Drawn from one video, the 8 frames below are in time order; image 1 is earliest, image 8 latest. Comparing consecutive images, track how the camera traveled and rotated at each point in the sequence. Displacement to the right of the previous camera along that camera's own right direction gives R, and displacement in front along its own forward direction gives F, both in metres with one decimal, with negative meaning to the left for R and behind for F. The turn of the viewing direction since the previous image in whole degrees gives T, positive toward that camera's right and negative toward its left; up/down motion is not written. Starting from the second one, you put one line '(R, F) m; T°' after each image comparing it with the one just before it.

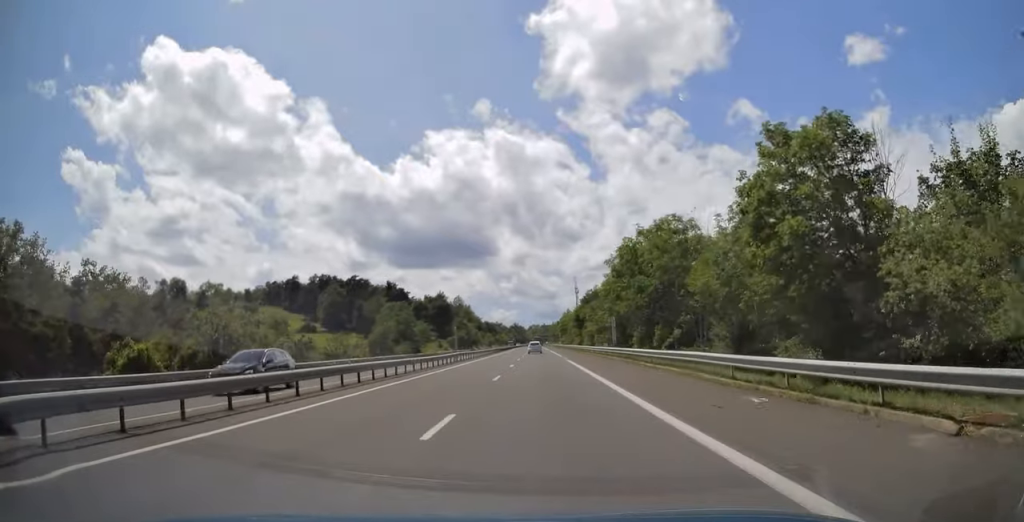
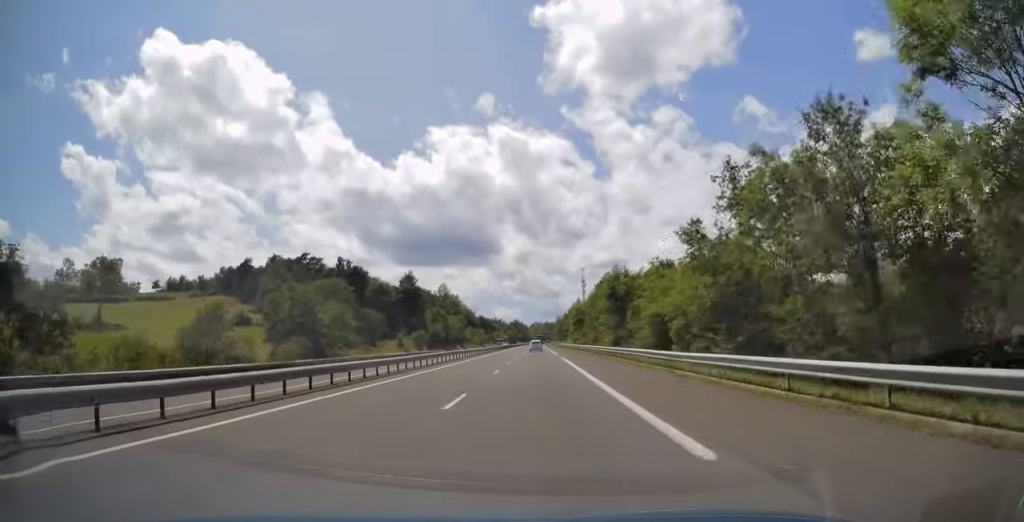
(+0.1, +48.3) m; 0°
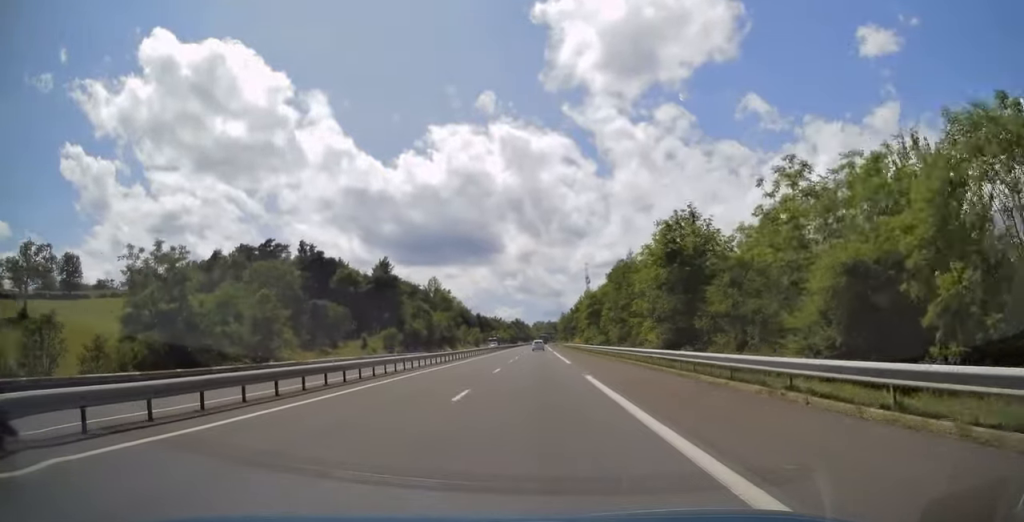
(-0.2, +24.2) m; -1°
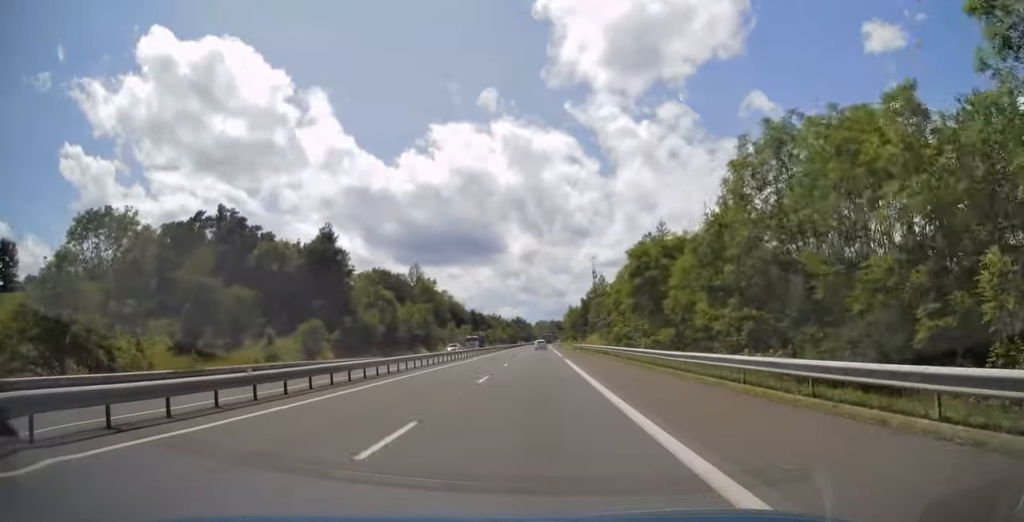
(-0.2, +33.2) m; -1°
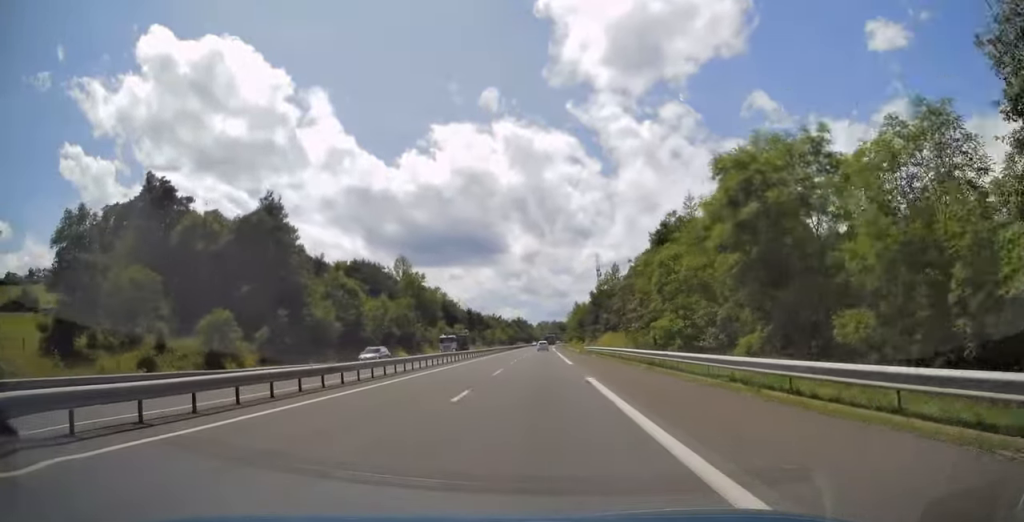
(-0.1, +19.0) m; 0°
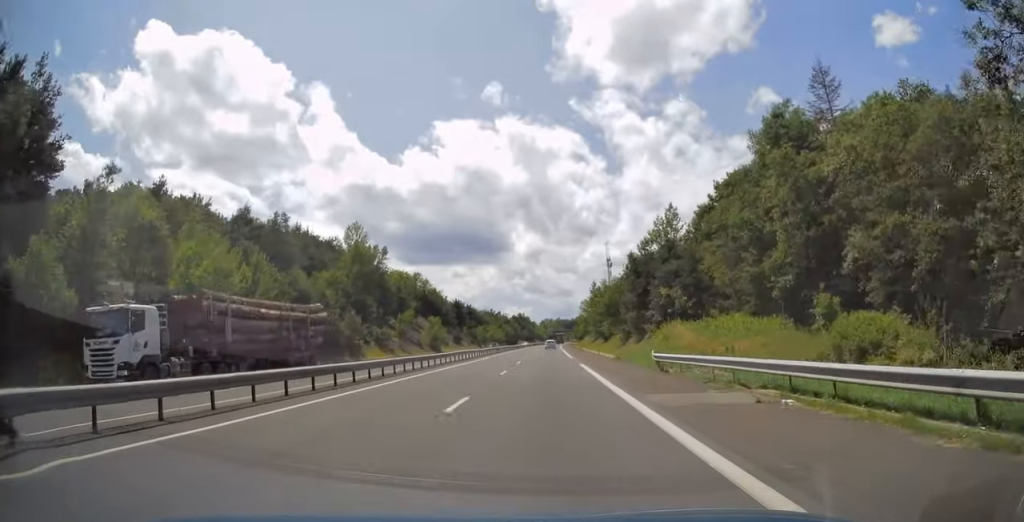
(-0.1, +41.6) m; 0°
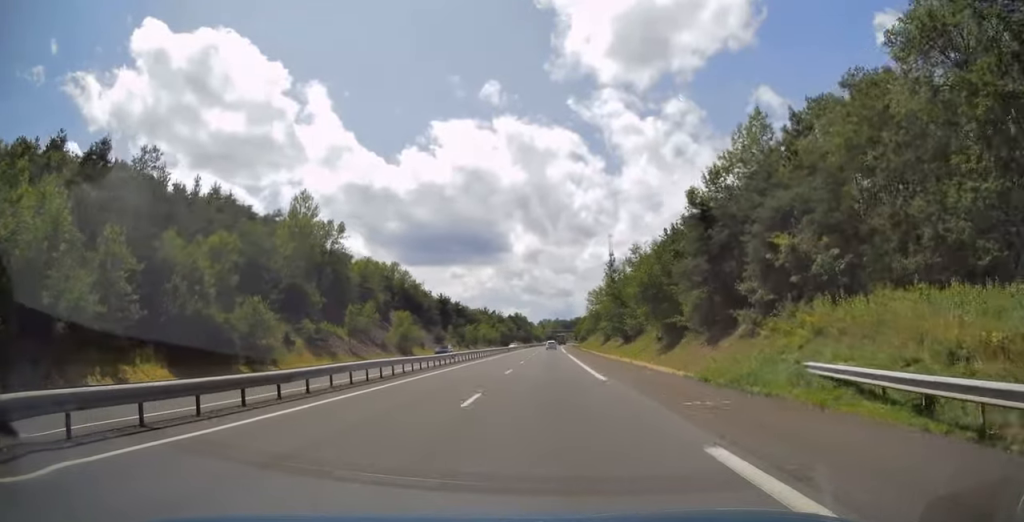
(+0.1, +24.8) m; 0°
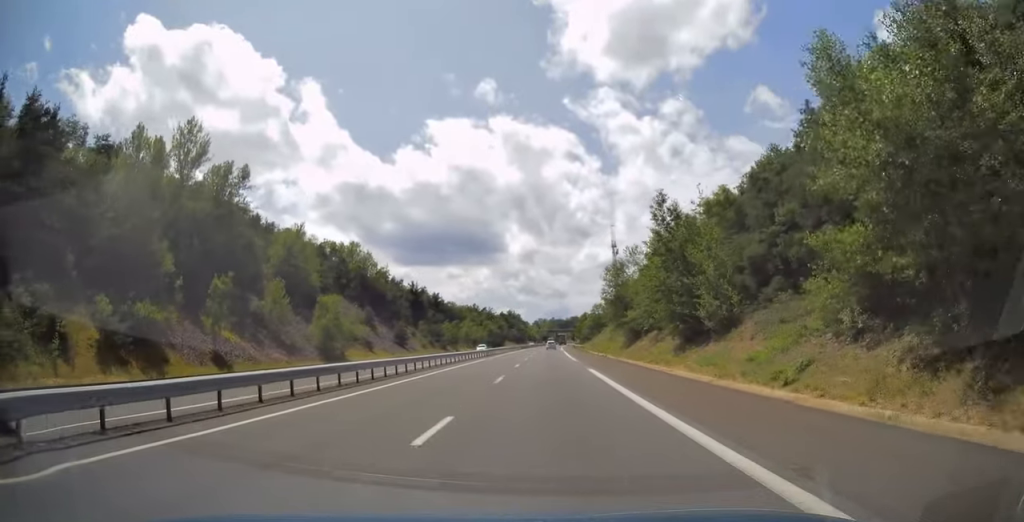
(-0.1, +31.1) m; 0°
